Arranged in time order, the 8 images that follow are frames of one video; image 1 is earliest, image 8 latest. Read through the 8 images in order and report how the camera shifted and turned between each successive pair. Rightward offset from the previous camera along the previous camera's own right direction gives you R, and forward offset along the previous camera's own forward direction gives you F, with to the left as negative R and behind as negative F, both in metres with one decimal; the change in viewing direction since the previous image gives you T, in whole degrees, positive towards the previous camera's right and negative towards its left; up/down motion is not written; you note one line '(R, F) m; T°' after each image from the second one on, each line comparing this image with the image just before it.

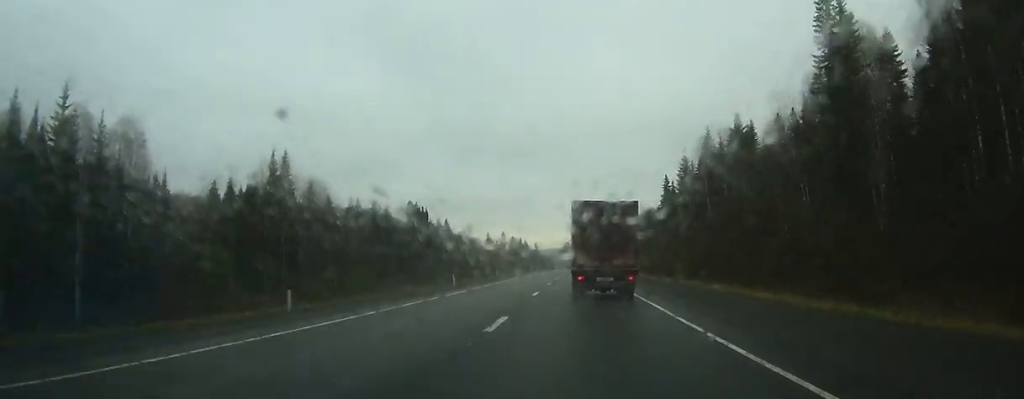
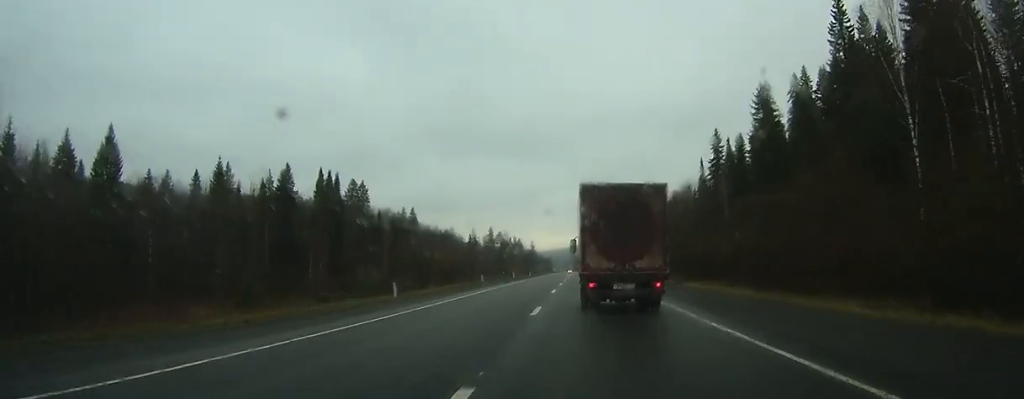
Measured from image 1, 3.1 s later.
(-0.1, +67.4) m; 0°
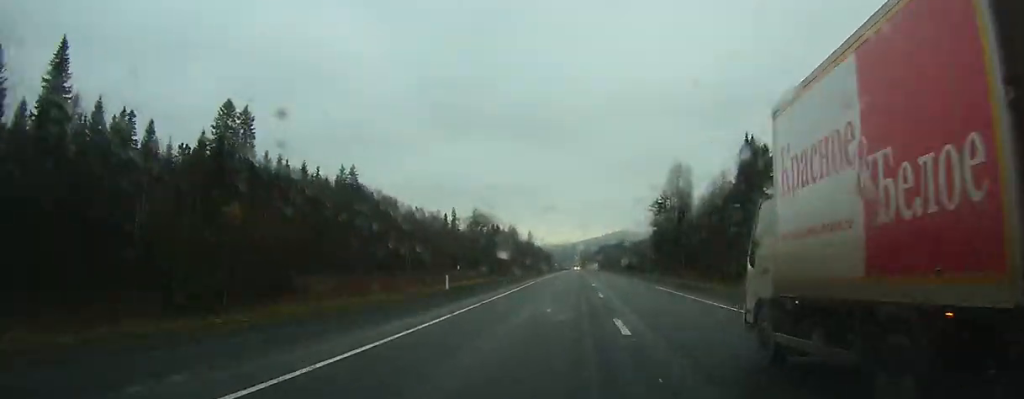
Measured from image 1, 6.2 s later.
(-0.2, +74.5) m; 0°
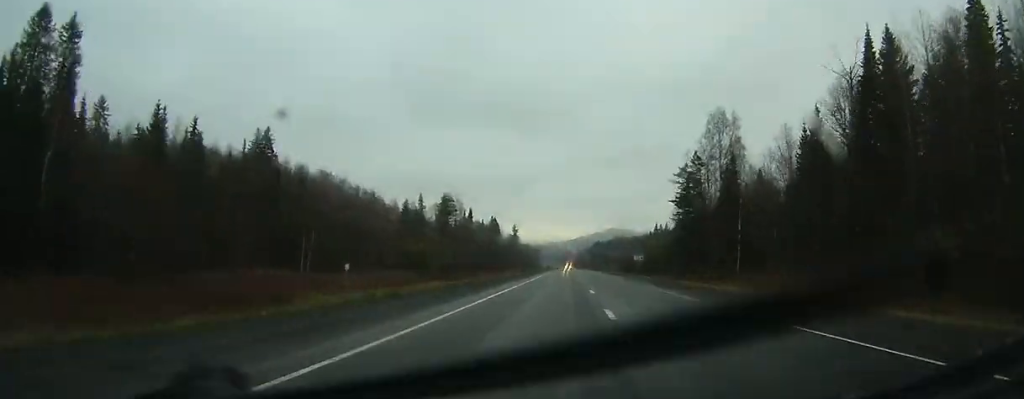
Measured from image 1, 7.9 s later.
(-0.1, +43.8) m; +1°
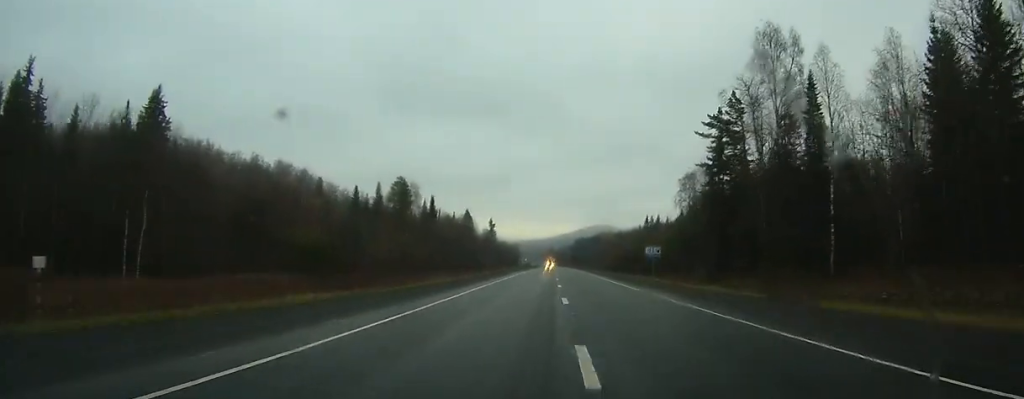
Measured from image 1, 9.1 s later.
(+0.1, +31.1) m; +1°
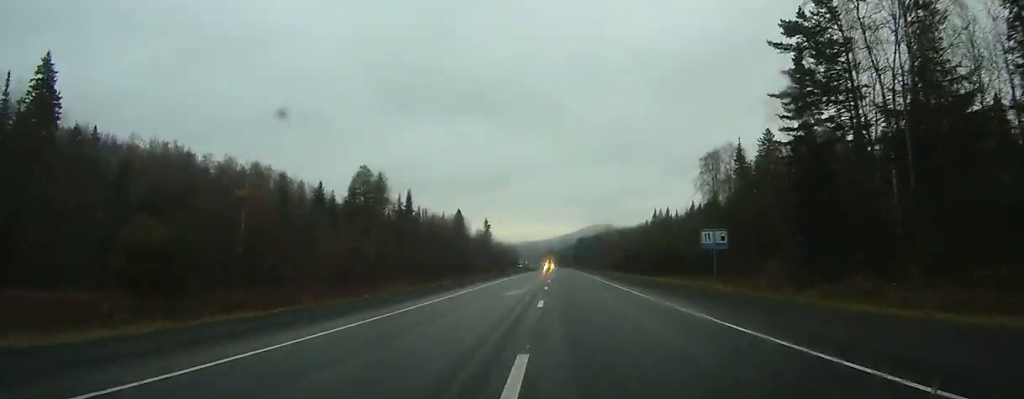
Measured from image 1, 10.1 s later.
(+0.3, +24.6) m; +1°
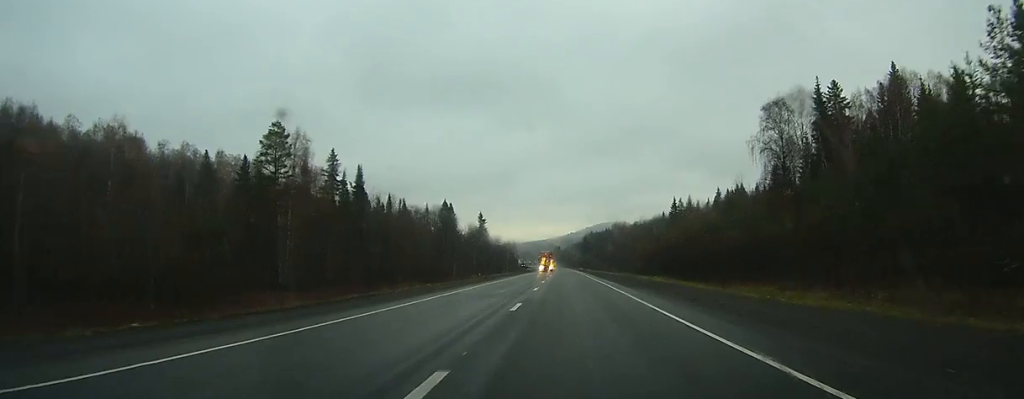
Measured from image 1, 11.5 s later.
(+0.3, +37.5) m; 0°
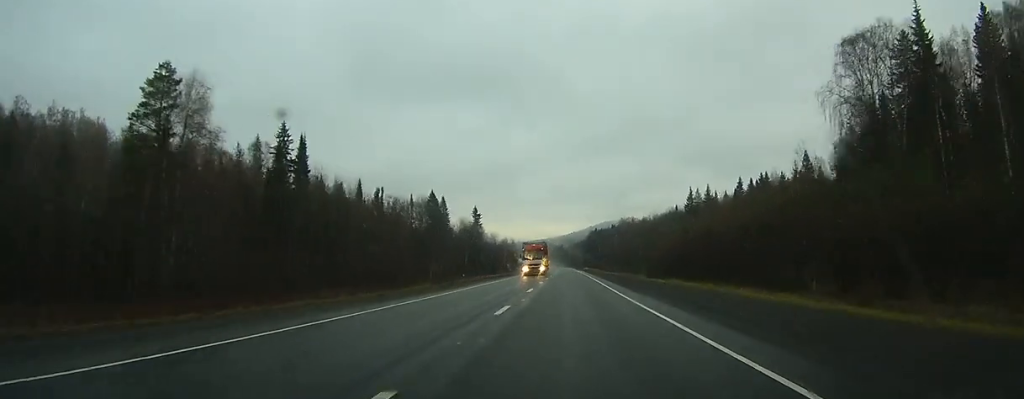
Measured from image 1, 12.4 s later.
(+0.2, +25.2) m; 0°
